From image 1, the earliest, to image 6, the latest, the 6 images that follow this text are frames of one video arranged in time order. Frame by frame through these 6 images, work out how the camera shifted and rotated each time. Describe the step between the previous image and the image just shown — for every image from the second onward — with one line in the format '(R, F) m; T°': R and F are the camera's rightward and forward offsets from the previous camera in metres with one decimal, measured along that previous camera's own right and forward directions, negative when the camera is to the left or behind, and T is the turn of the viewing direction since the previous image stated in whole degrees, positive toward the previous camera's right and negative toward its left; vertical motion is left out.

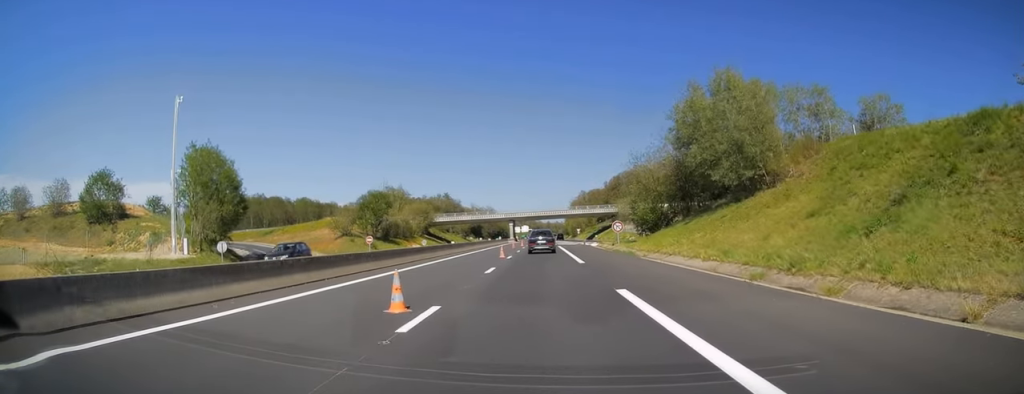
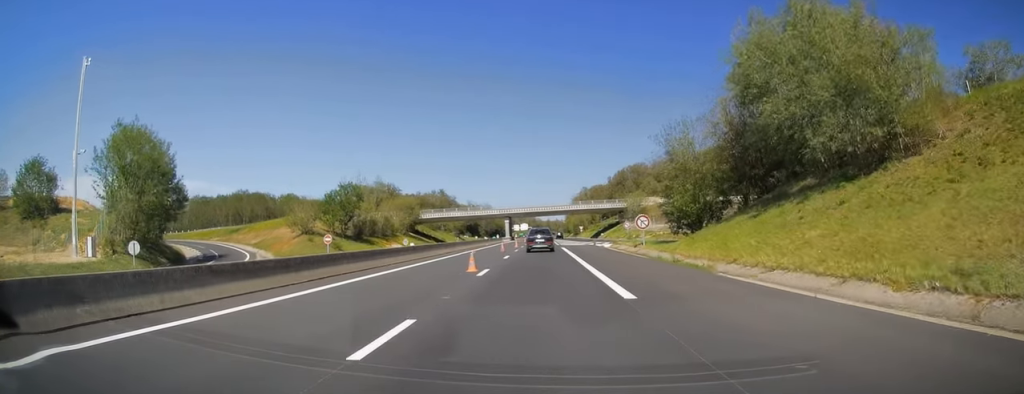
(+0.1, +14.8) m; 0°
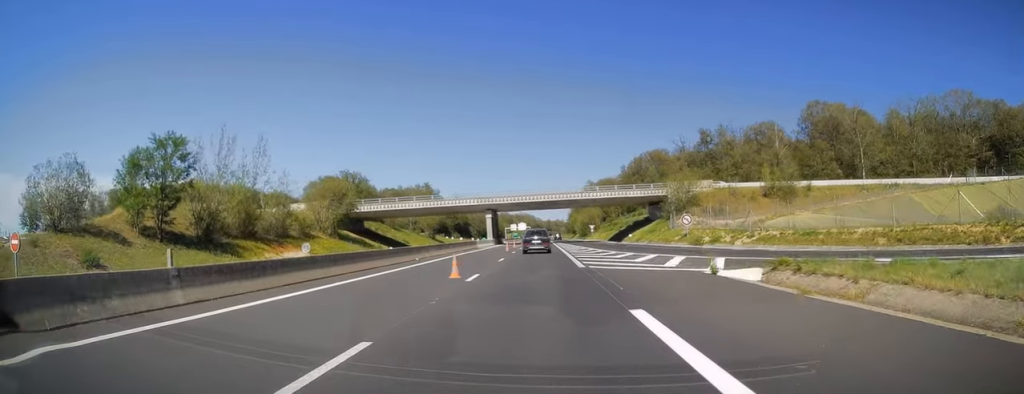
(-0.7, +40.6) m; -1°
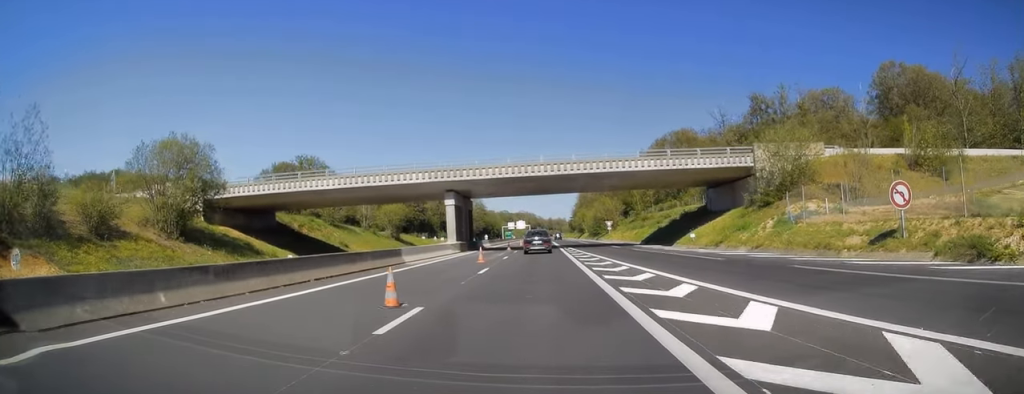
(+0.6, +35.1) m; 0°
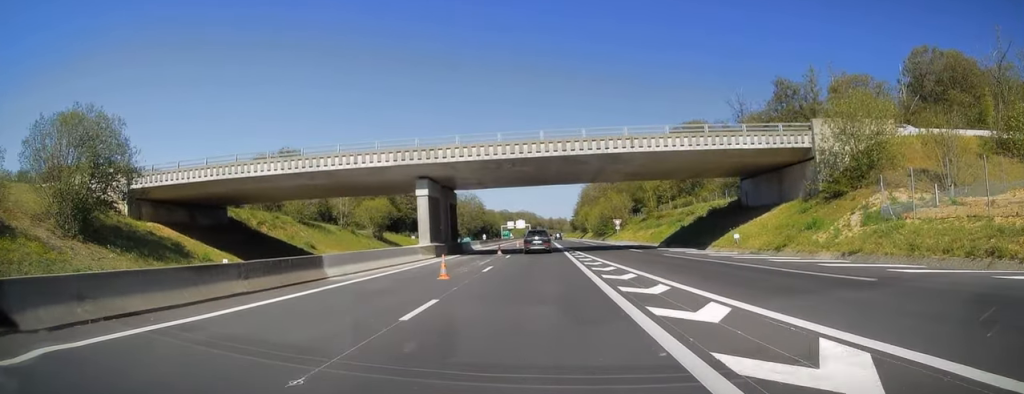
(-0.2, +11.4) m; 0°
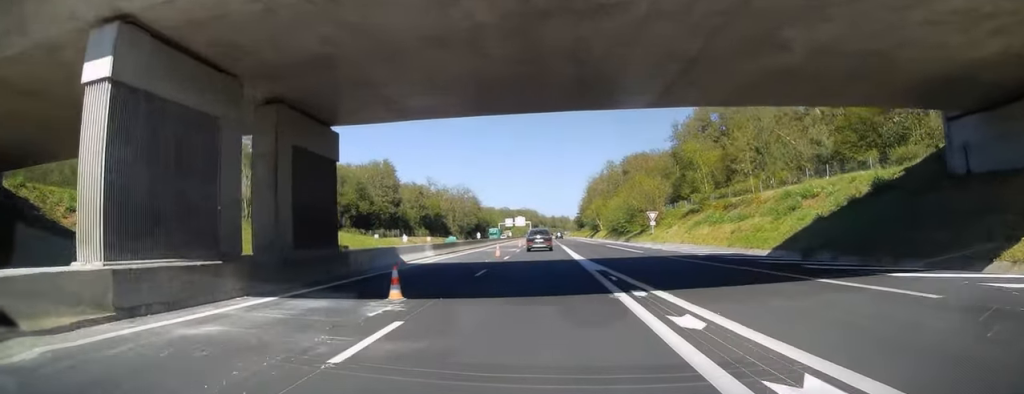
(+0.2, +29.4) m; 0°
